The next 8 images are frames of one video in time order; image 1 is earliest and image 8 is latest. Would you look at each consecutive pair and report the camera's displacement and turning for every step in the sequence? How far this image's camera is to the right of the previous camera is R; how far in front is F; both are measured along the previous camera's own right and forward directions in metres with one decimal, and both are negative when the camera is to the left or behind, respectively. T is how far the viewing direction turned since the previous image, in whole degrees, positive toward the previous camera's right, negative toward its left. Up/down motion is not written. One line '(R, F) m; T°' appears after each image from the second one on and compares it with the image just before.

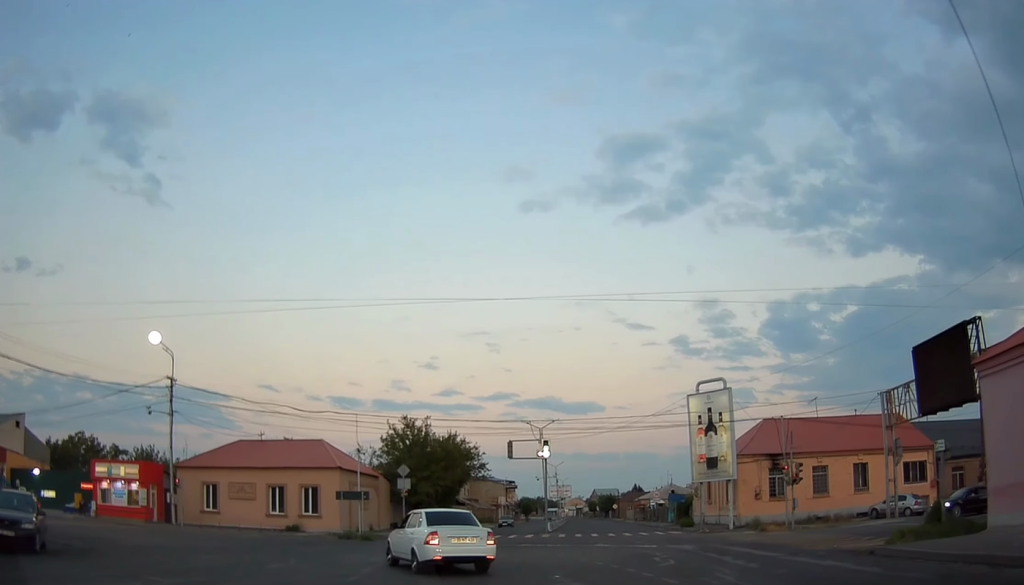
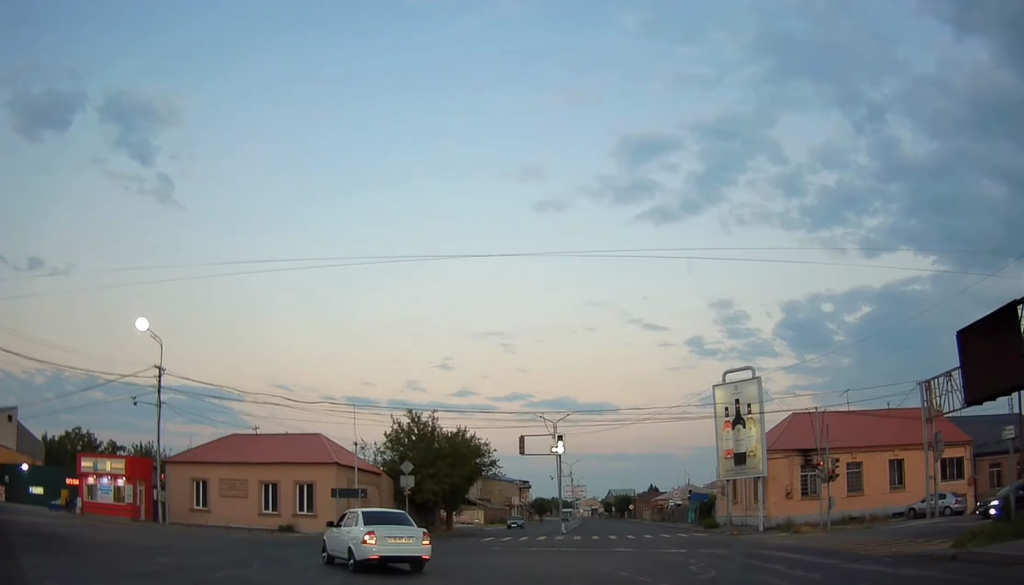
(0.0, +3.4) m; +1°
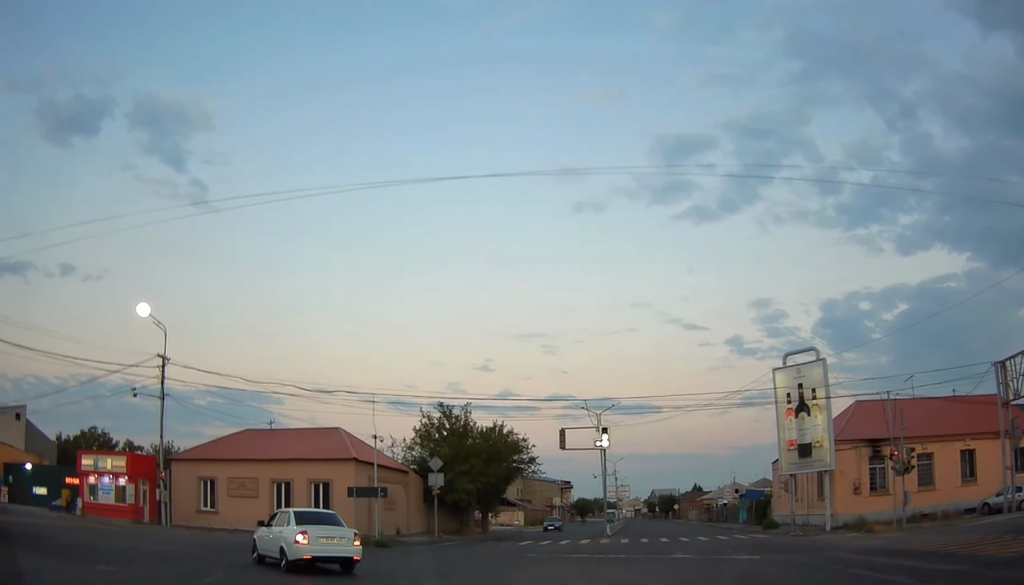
(+0.1, +4.2) m; 0°
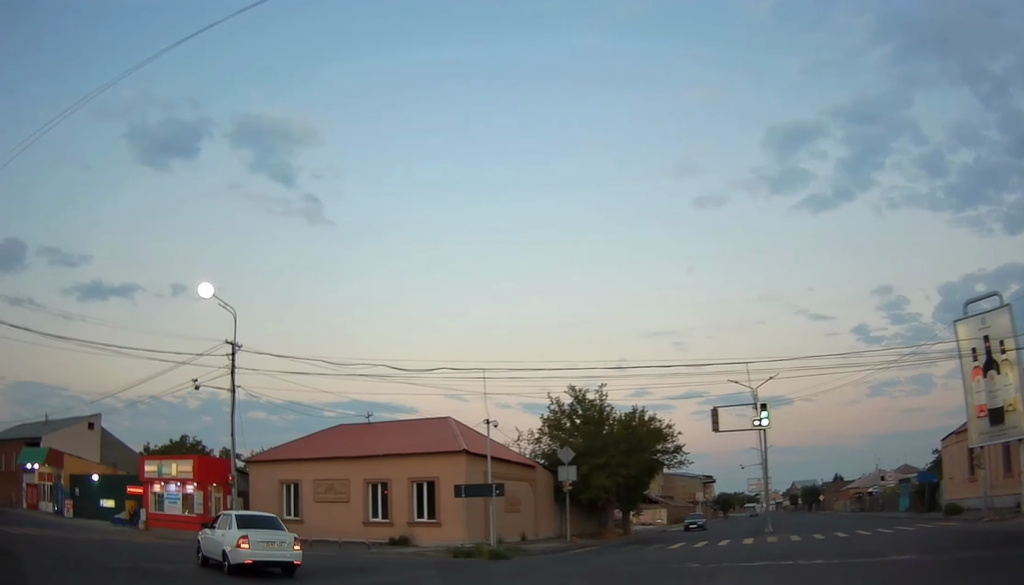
(-0.1, +6.5) m; -10°
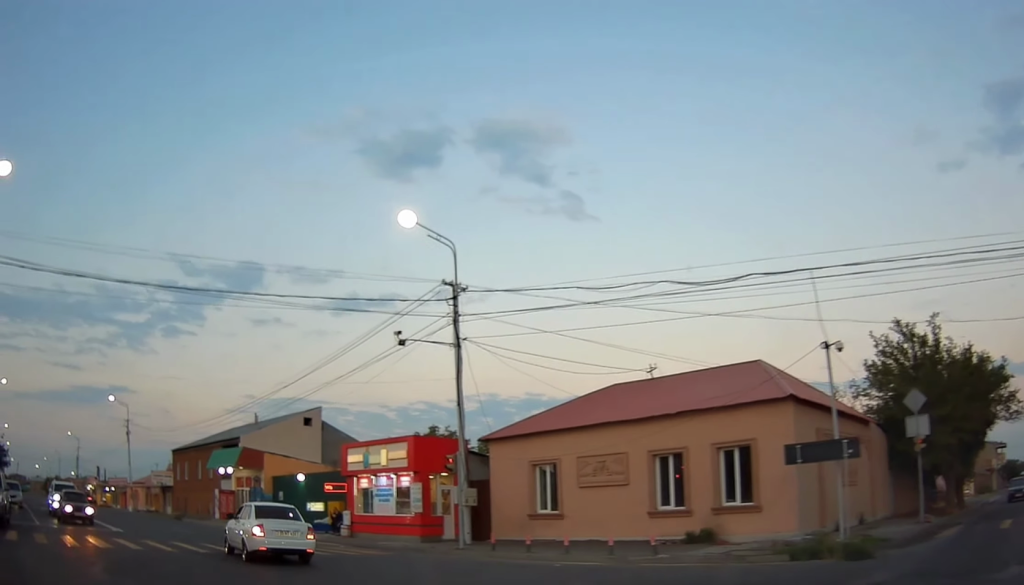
(-1.6, +8.9) m; -21°
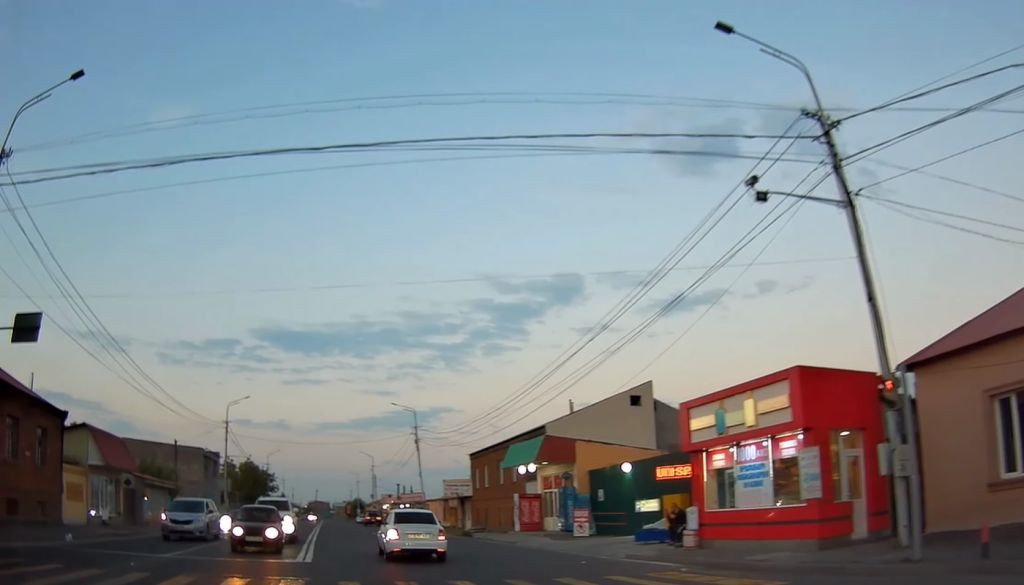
(-2.6, +9.6) m; -32°
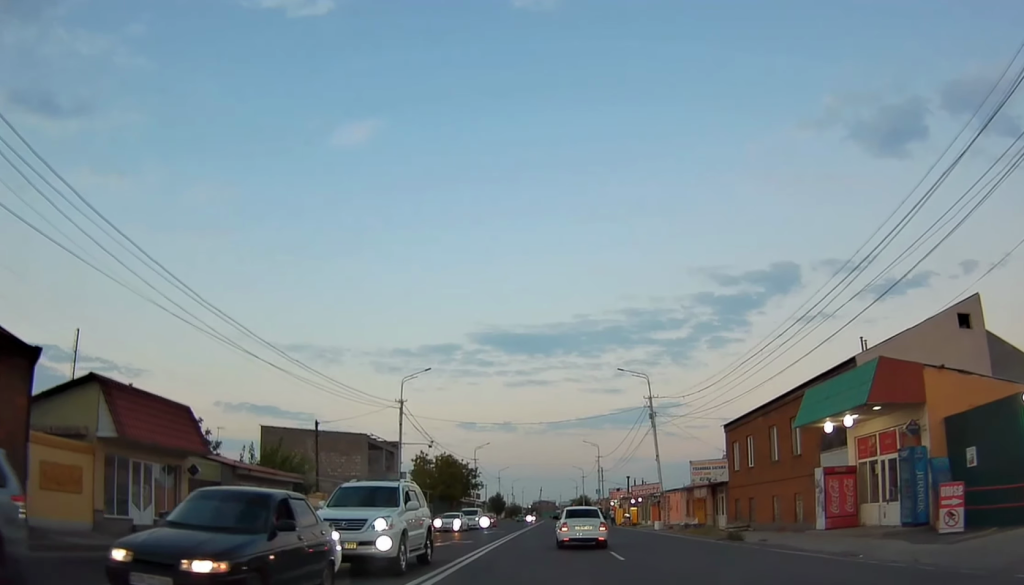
(-3.6, +13.8) m; -18°
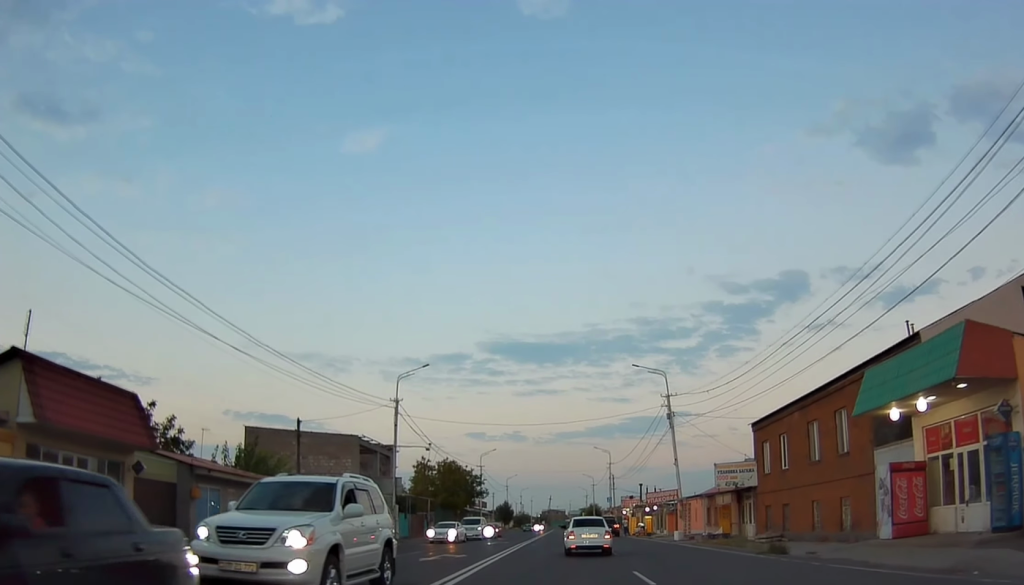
(-0.1, +4.2) m; -2°
